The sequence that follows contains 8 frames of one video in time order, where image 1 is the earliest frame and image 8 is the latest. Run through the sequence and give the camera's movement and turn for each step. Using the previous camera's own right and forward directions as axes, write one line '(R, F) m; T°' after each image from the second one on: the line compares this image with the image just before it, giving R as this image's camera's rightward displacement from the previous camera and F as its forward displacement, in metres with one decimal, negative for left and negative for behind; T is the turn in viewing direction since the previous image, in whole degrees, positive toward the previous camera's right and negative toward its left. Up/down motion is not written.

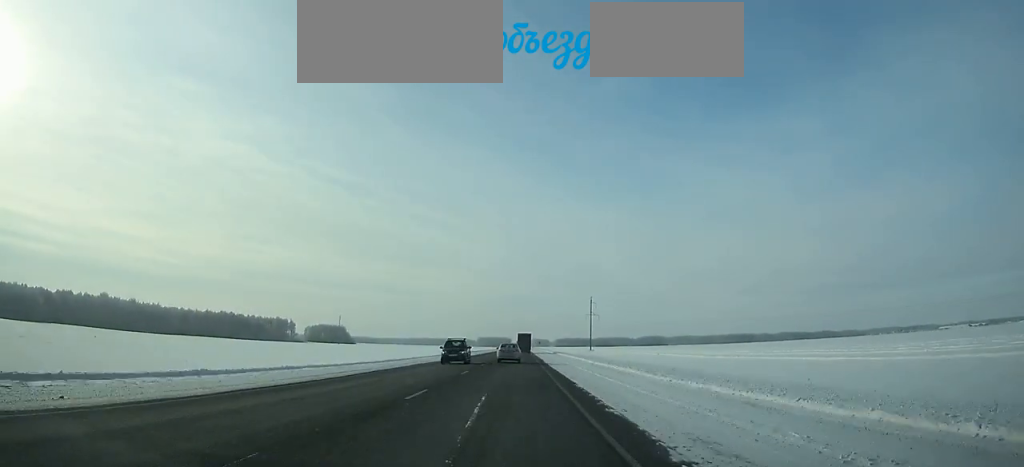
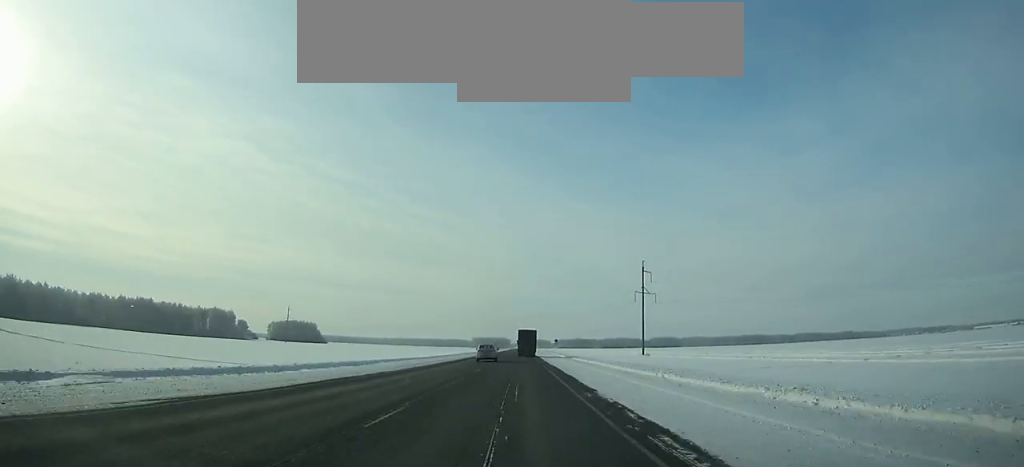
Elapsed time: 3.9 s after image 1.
(-0.5, +112.5) m; -1°
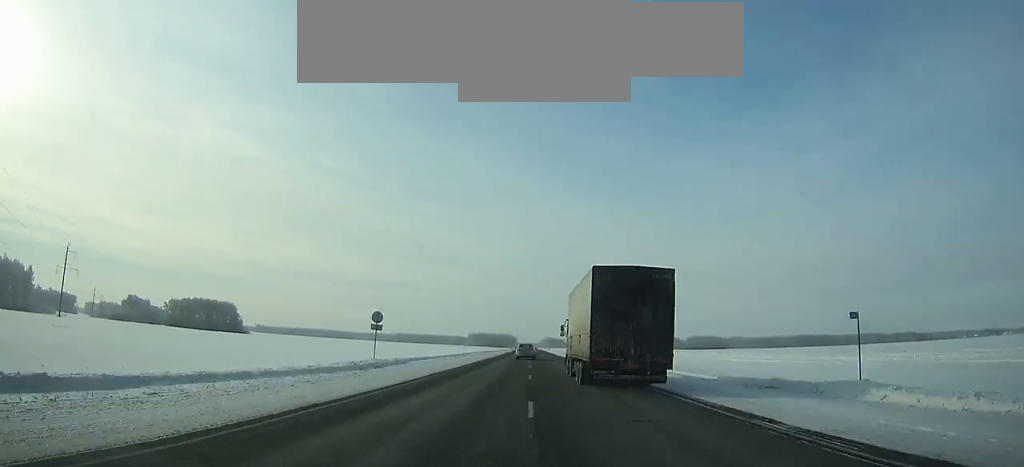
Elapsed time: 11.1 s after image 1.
(-1.3, +212.6) m; 0°
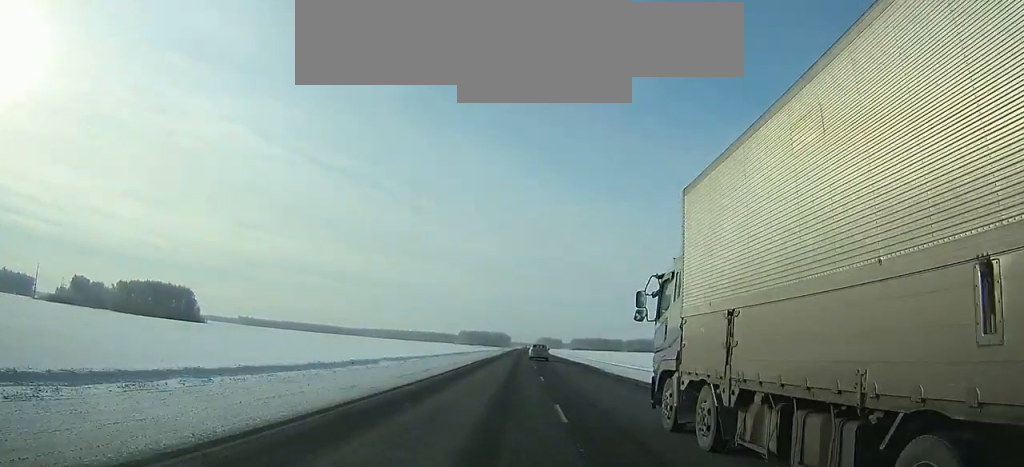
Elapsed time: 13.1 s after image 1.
(+0.3, +59.6) m; +1°
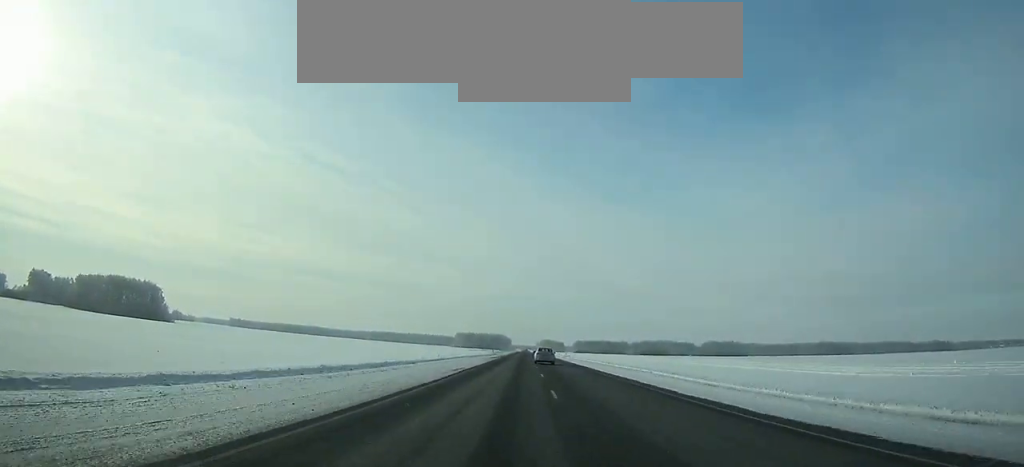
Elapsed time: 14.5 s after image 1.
(+0.1, +41.7) m; 0°
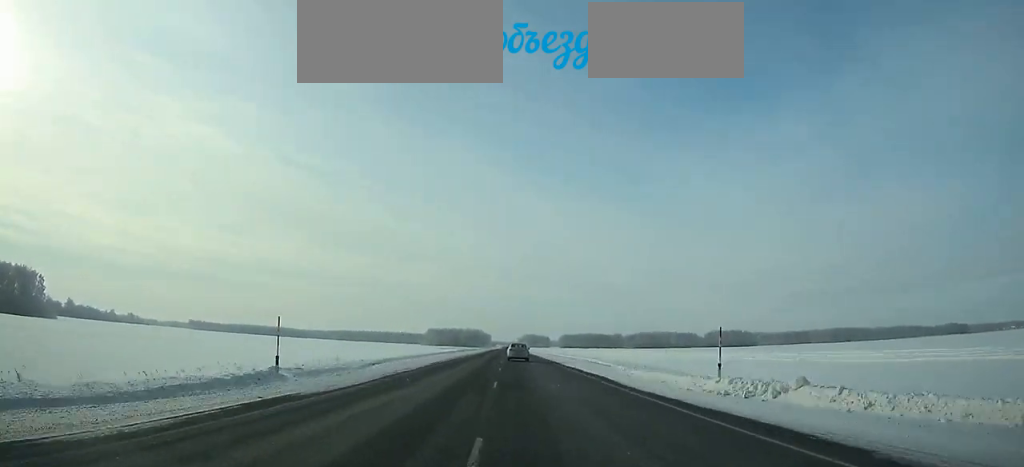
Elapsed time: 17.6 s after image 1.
(+0.5, +91.7) m; 0°
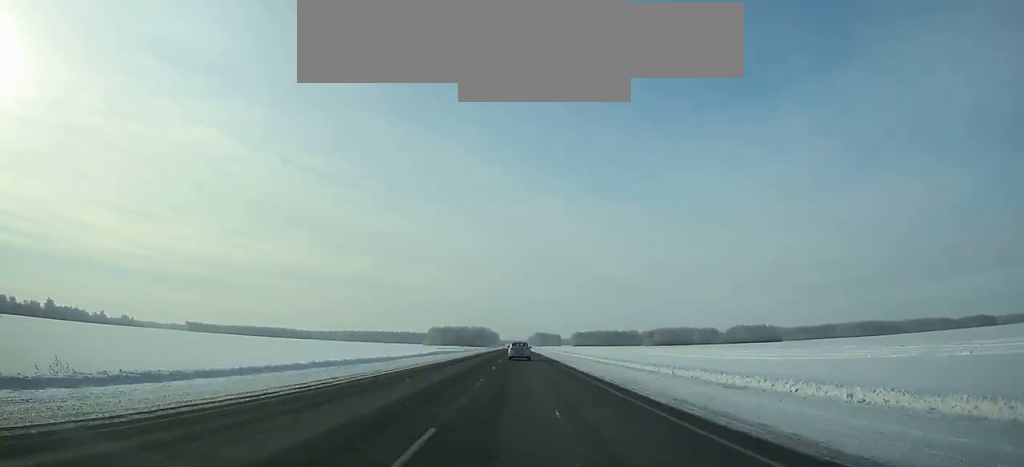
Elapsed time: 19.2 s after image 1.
(-0.2, +46.9) m; 0°
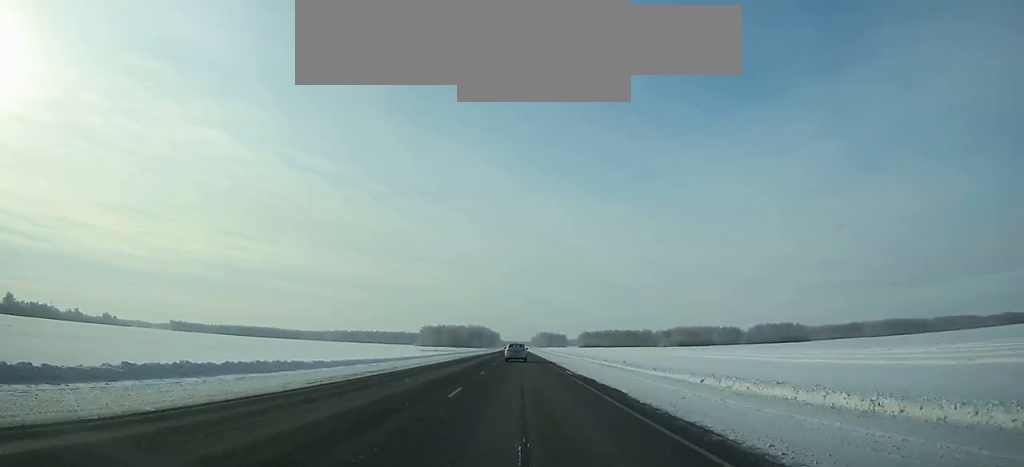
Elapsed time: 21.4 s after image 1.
(-0.3, +64.2) m; 0°
